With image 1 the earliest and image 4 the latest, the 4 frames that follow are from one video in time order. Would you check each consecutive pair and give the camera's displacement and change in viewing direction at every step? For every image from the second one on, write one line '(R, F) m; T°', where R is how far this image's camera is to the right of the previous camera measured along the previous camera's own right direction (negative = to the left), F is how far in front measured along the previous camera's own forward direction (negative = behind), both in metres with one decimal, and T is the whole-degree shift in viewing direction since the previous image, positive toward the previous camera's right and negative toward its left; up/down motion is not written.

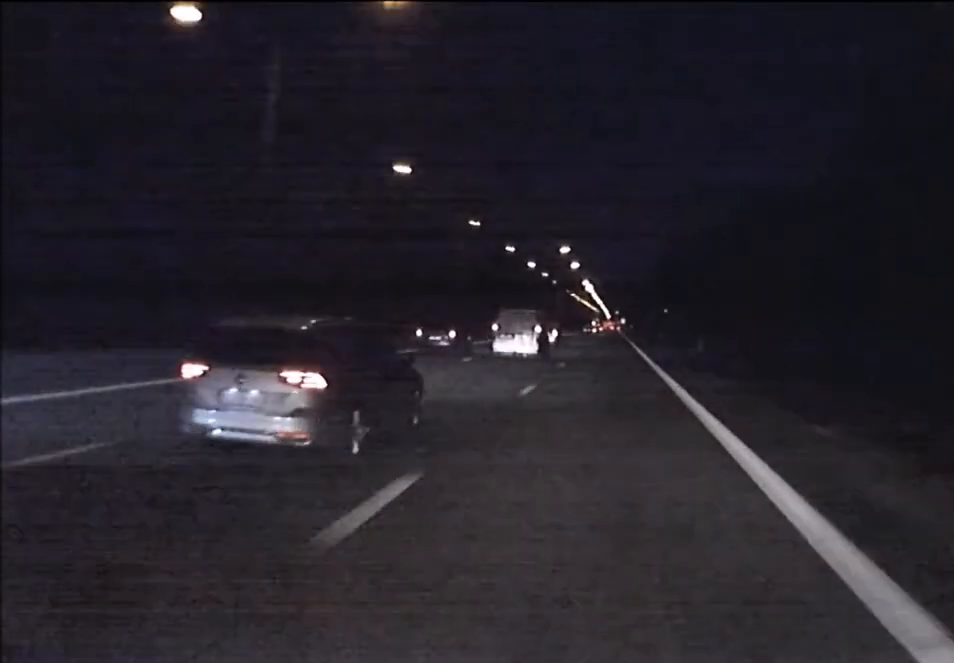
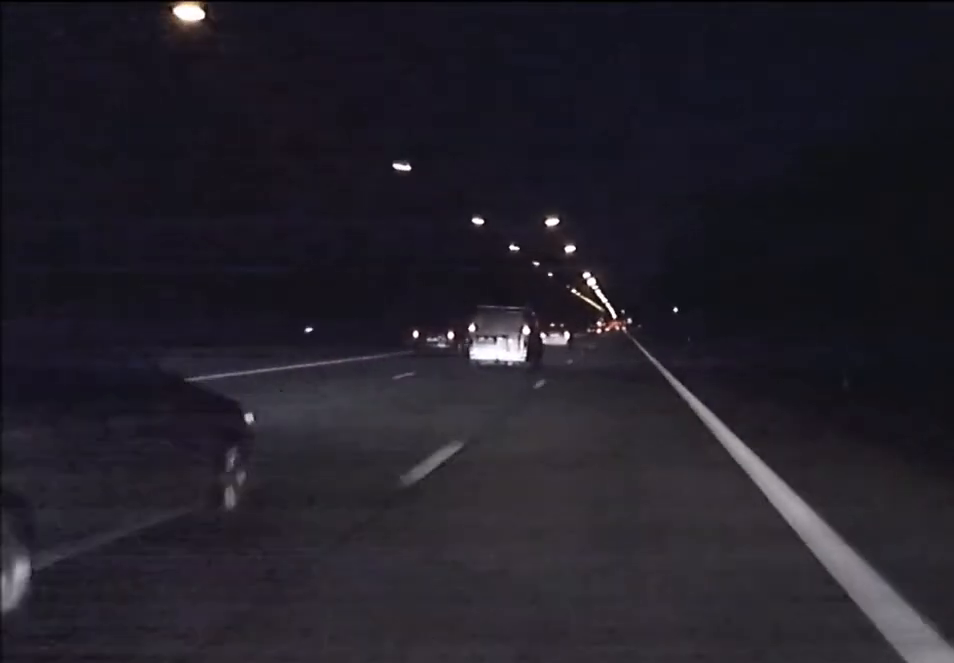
(-0.2, +34.3) m; 0°
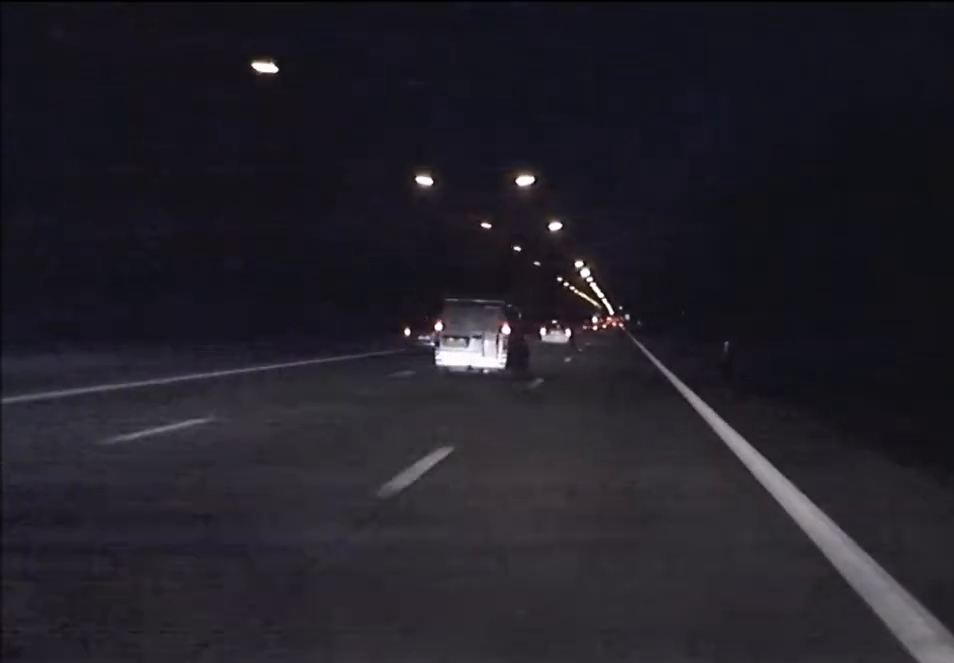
(0.0, +24.6) m; 0°
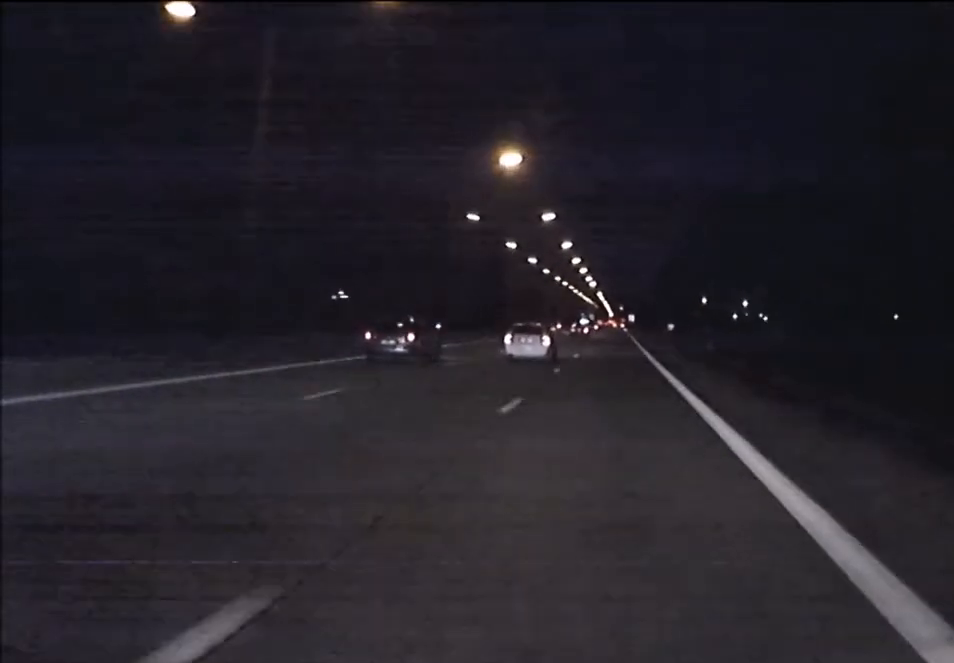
(0.0, +143.9) m; 0°
